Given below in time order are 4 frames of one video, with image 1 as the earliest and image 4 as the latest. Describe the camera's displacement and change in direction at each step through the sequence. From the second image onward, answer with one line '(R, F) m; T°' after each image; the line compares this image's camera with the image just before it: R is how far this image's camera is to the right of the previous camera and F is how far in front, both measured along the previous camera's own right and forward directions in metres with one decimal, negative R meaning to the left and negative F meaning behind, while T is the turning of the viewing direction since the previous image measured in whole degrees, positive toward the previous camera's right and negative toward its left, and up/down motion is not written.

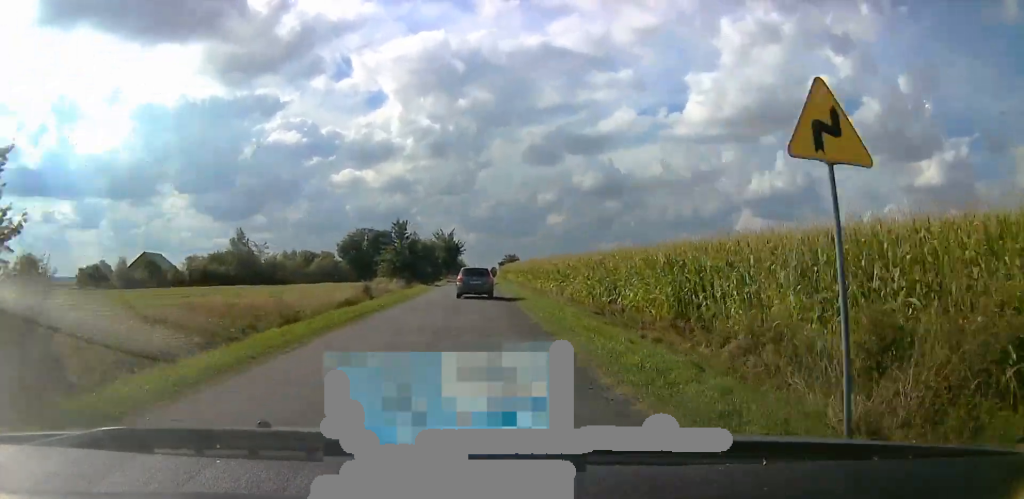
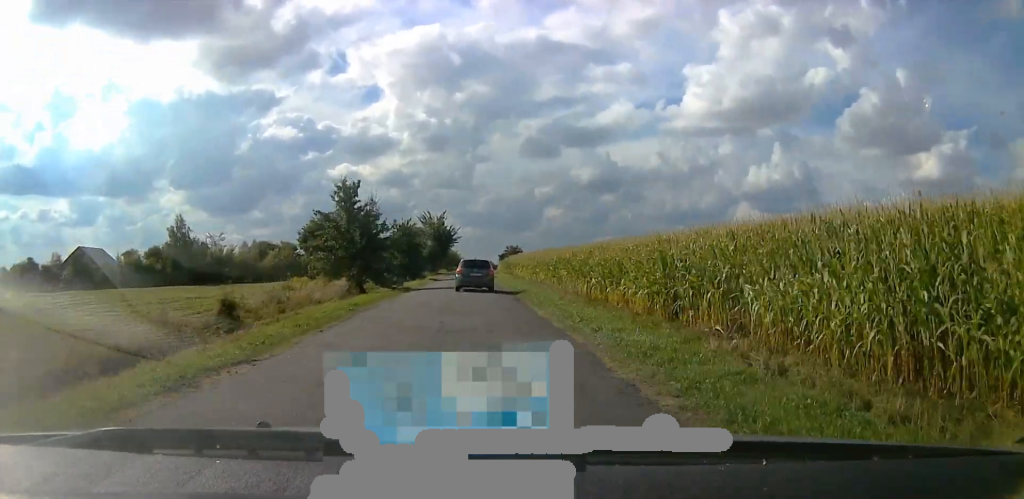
(-0.3, +24.7) m; 0°
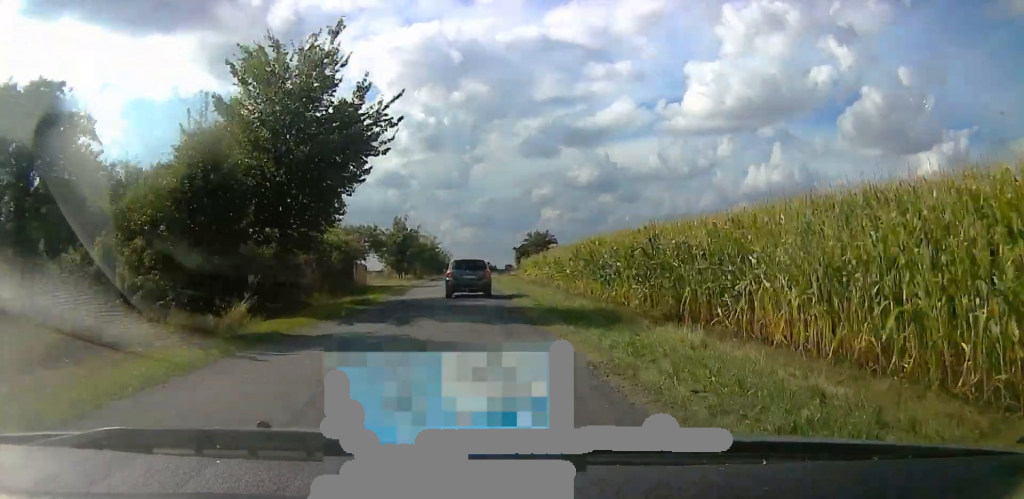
(+0.4, +72.4) m; +1°
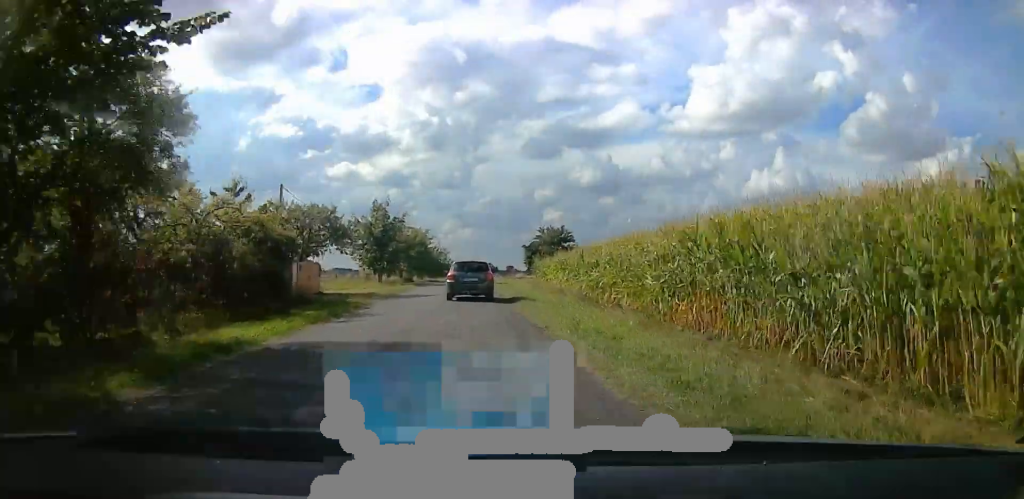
(+0.1, +14.7) m; 0°
